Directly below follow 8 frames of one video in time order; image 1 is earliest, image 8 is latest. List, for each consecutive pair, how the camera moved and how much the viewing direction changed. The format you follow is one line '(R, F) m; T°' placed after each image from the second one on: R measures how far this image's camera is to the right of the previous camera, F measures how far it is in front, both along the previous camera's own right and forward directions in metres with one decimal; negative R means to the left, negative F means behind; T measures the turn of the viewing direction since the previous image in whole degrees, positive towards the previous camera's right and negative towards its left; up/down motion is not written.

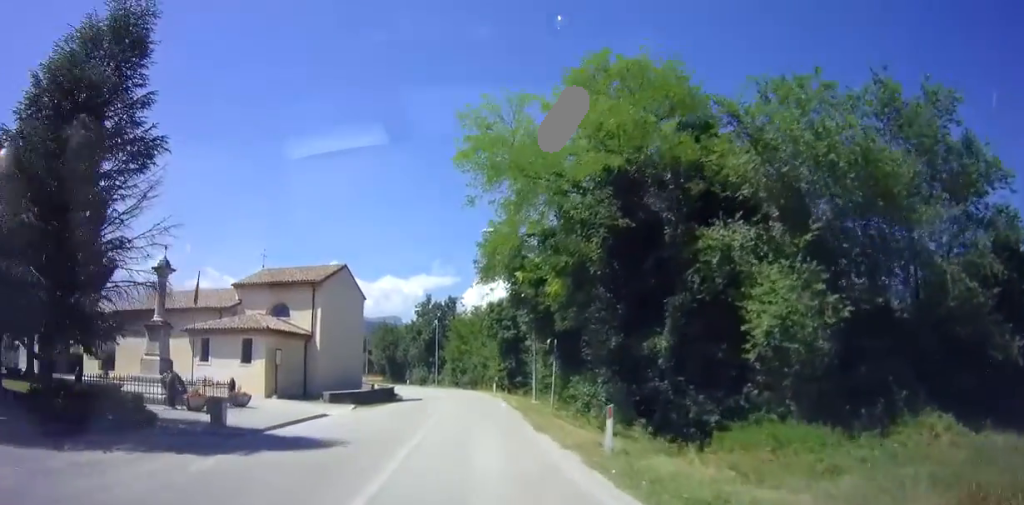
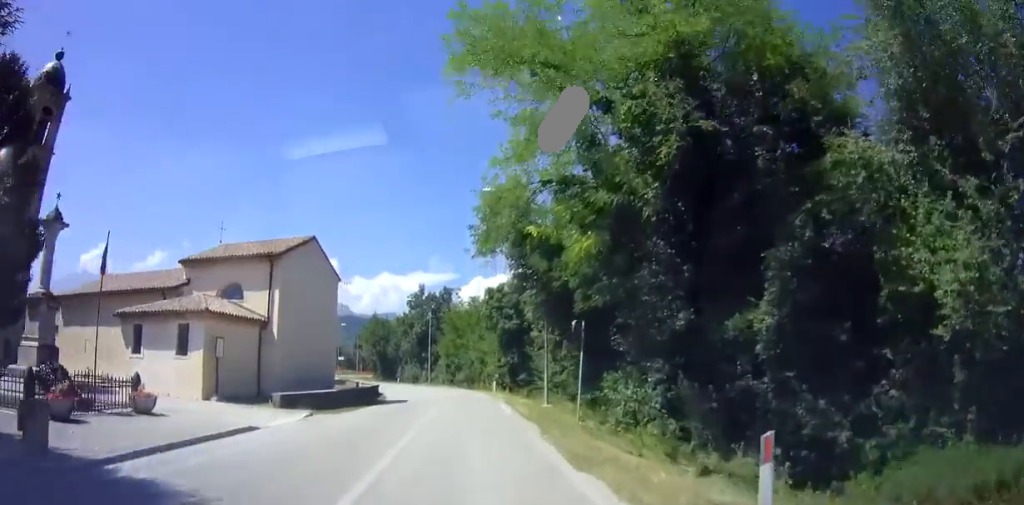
(-0.1, +5.9) m; +1°
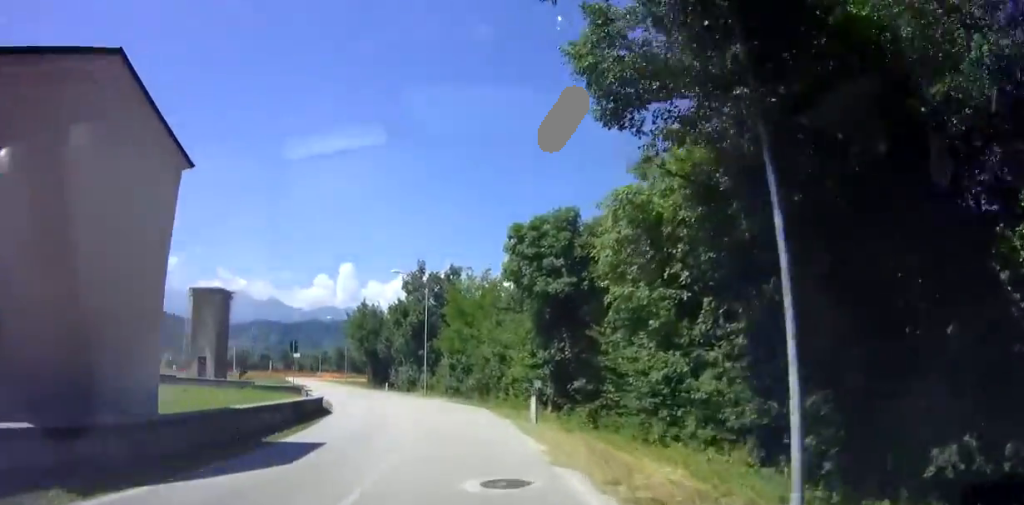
(0.0, +17.3) m; -7°
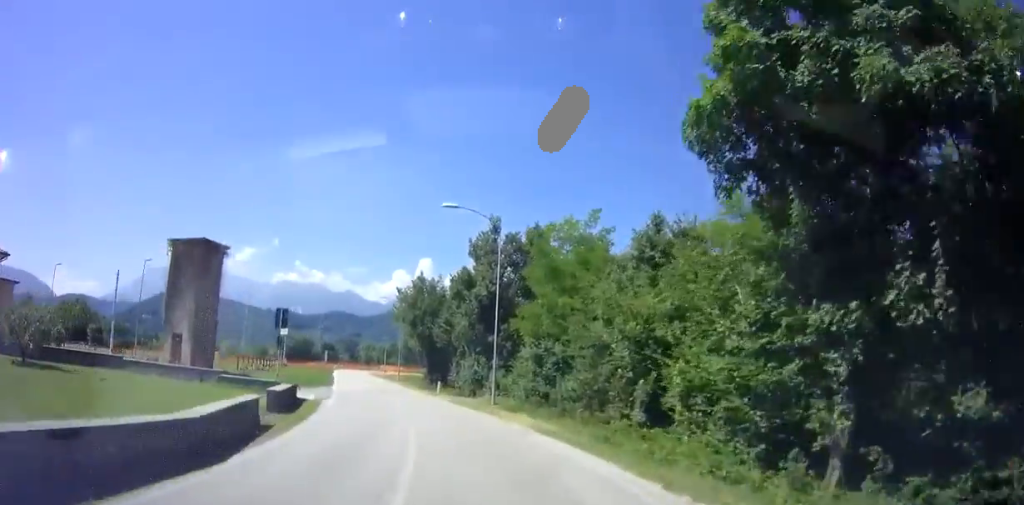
(-2.1, +15.4) m; -11°
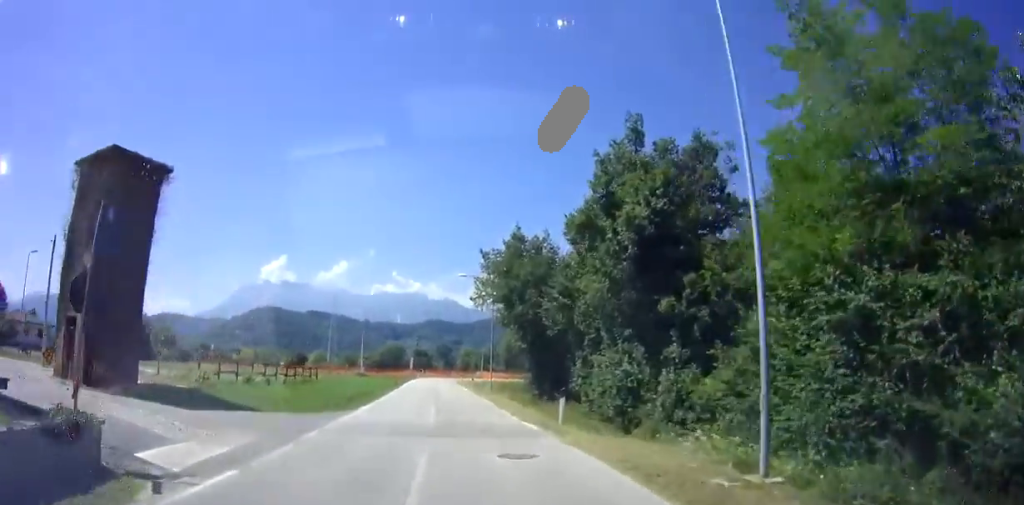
(-1.3, +17.2) m; -7°
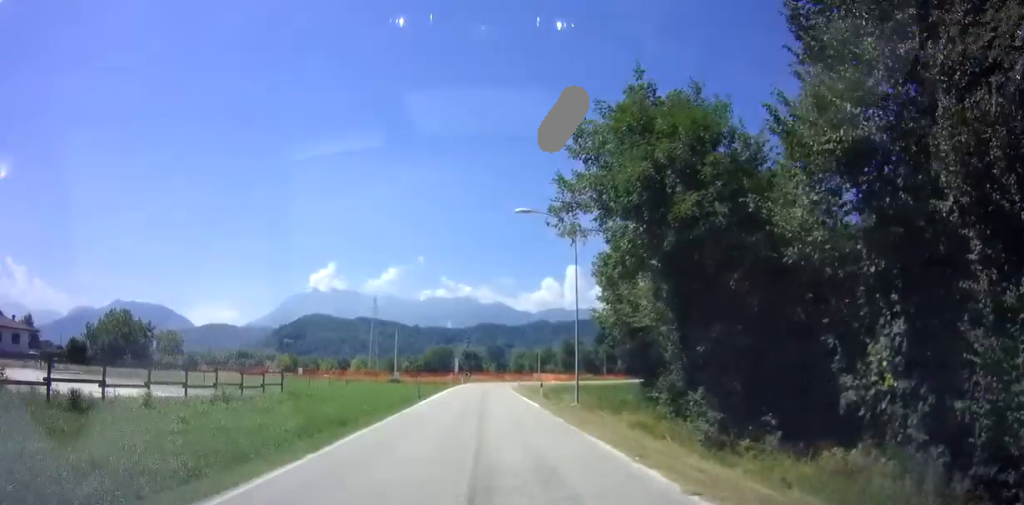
(-0.3, +18.4) m; -1°
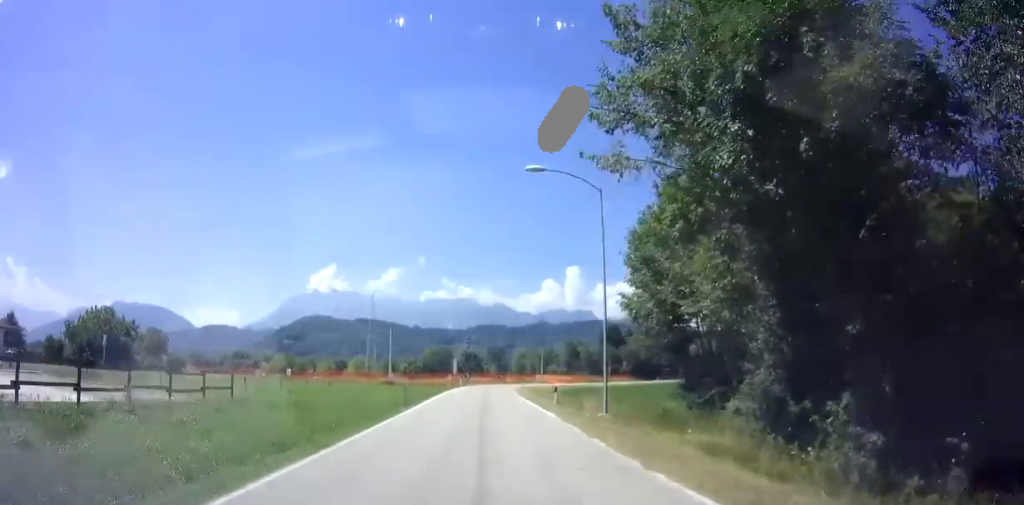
(0.0, +5.6) m; 0°
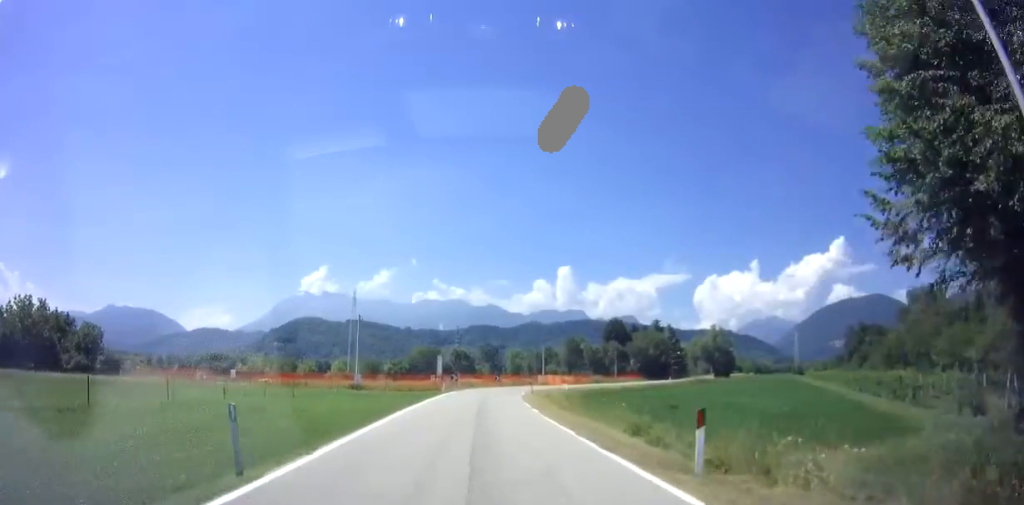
(0.0, +16.8) m; 0°
